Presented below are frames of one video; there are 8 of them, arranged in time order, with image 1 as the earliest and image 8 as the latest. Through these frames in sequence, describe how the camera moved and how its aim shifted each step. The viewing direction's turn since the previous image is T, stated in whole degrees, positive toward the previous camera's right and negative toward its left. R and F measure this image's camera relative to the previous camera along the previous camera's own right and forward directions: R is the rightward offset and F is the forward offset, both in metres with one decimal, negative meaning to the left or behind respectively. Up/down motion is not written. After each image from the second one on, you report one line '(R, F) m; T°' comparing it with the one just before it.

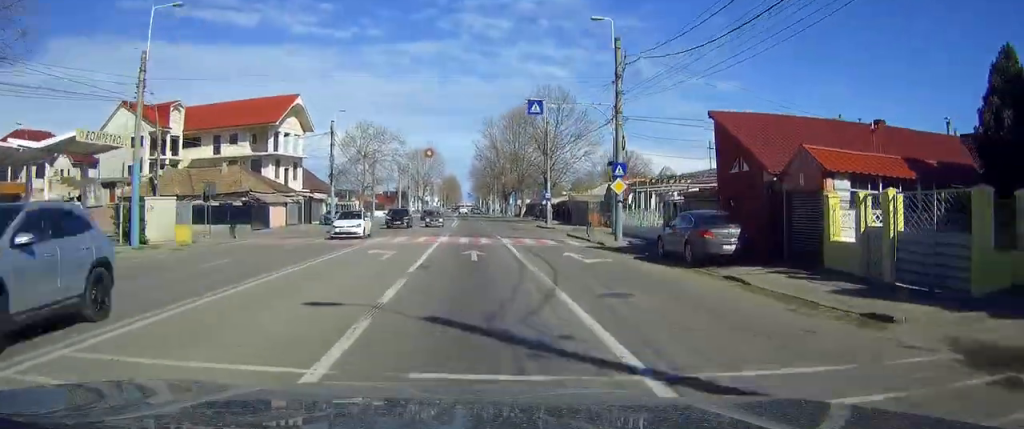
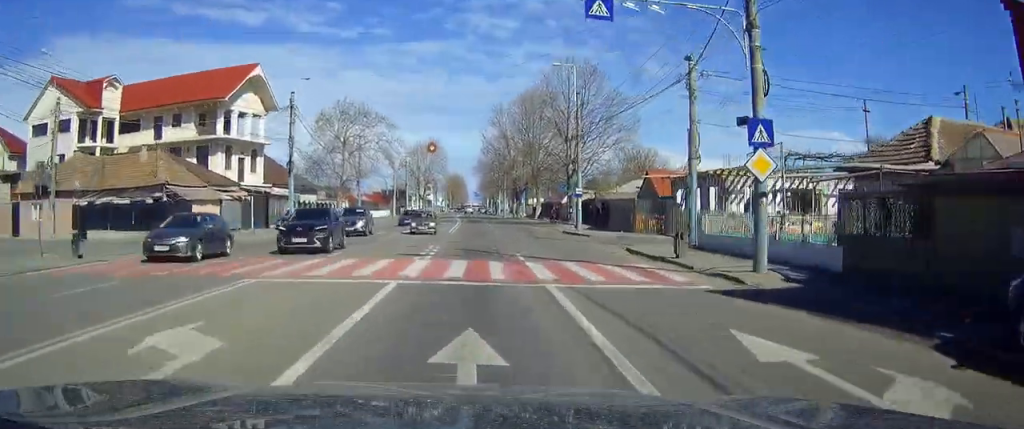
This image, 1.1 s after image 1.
(-0.1, +16.7) m; 0°
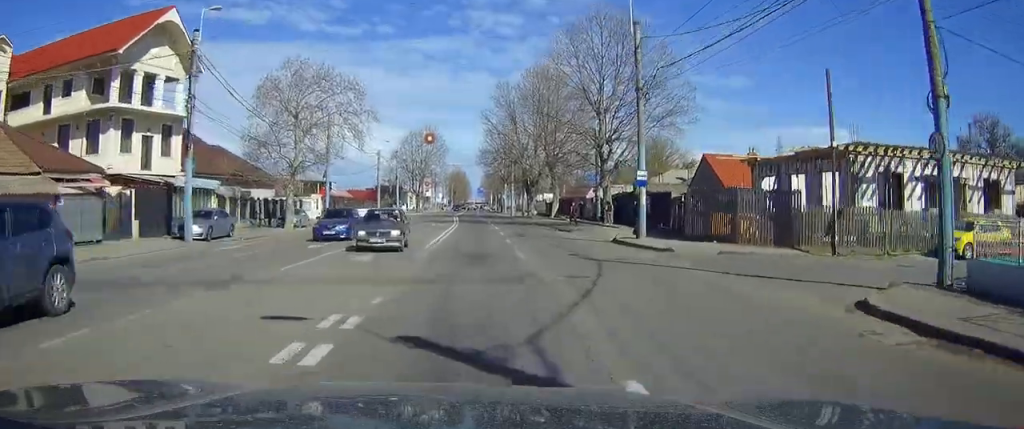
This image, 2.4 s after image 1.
(+0.1, +18.5) m; 0°
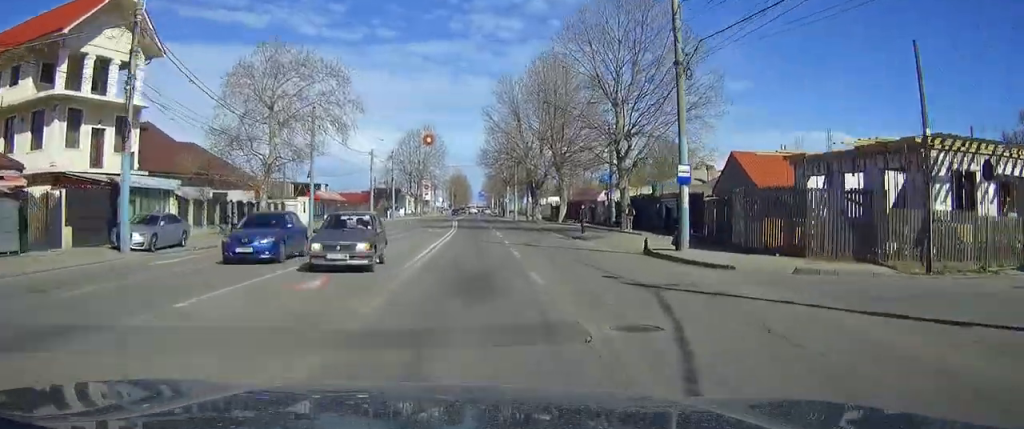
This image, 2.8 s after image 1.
(+0.1, +6.3) m; 0°
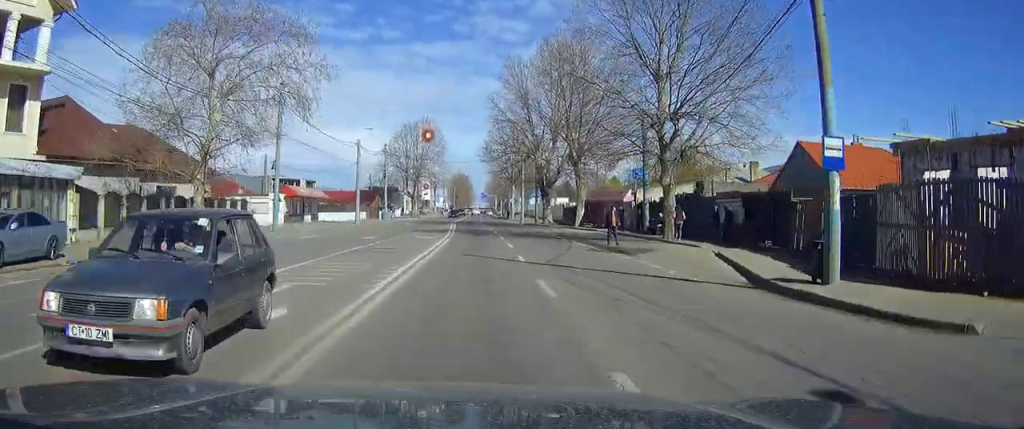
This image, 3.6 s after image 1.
(-0.1, +10.6) m; -1°
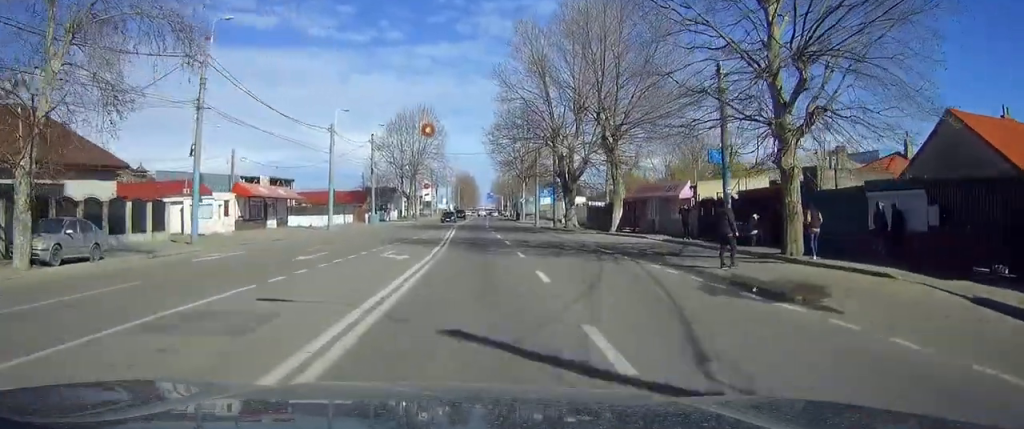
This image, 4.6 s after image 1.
(-0.2, +14.4) m; -1°
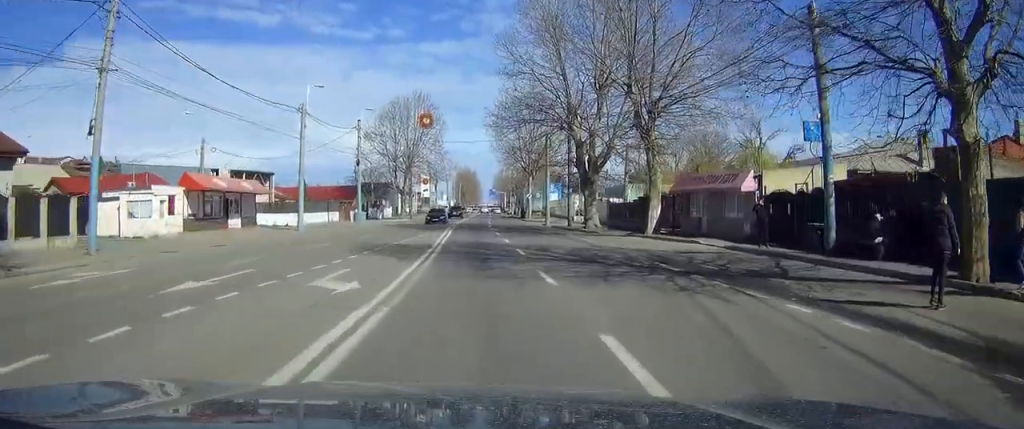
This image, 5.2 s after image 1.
(0.0, +9.6) m; 0°
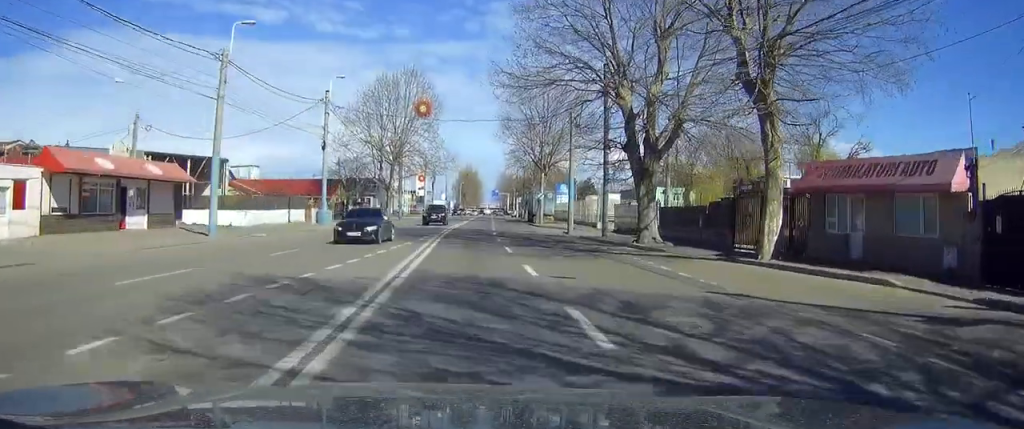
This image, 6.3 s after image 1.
(-0.1, +15.4) m; 0°
